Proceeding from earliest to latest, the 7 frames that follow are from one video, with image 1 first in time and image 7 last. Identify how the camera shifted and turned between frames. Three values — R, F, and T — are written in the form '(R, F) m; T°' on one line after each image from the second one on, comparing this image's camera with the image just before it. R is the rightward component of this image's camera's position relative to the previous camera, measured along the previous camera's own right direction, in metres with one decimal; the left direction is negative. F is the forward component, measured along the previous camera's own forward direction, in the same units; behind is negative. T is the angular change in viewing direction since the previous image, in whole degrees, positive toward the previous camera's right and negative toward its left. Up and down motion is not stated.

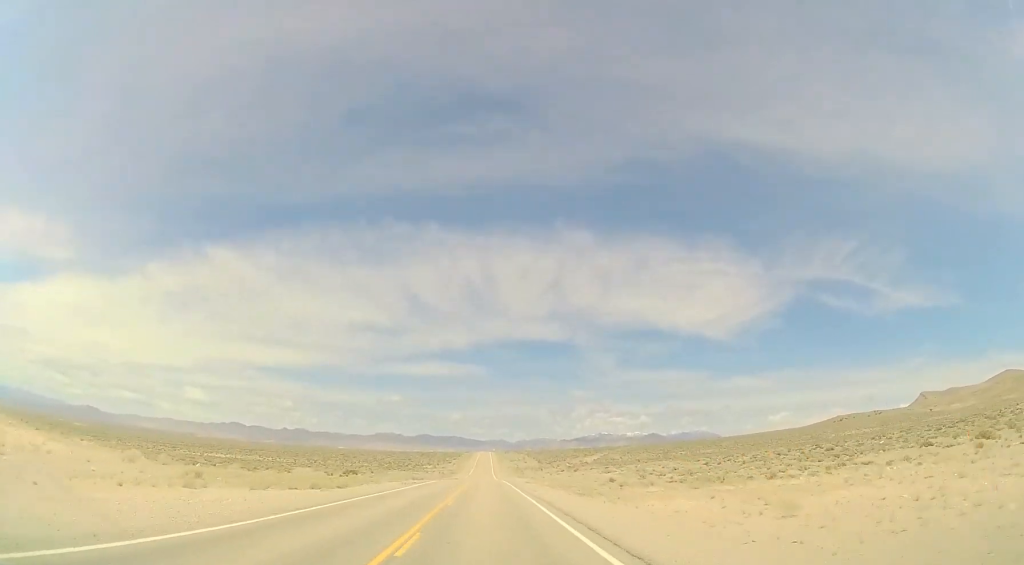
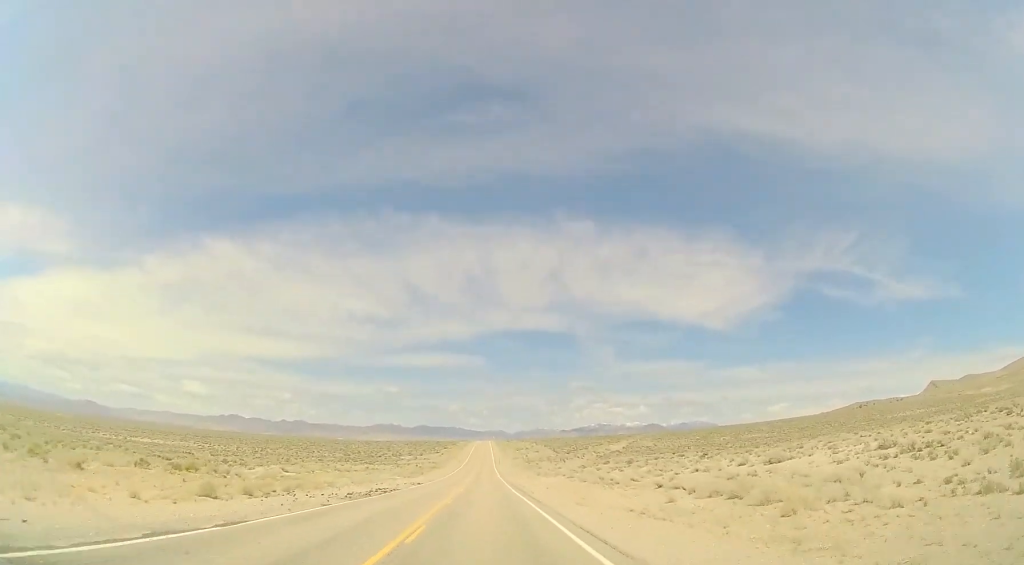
(+0.2, +59.2) m; 0°
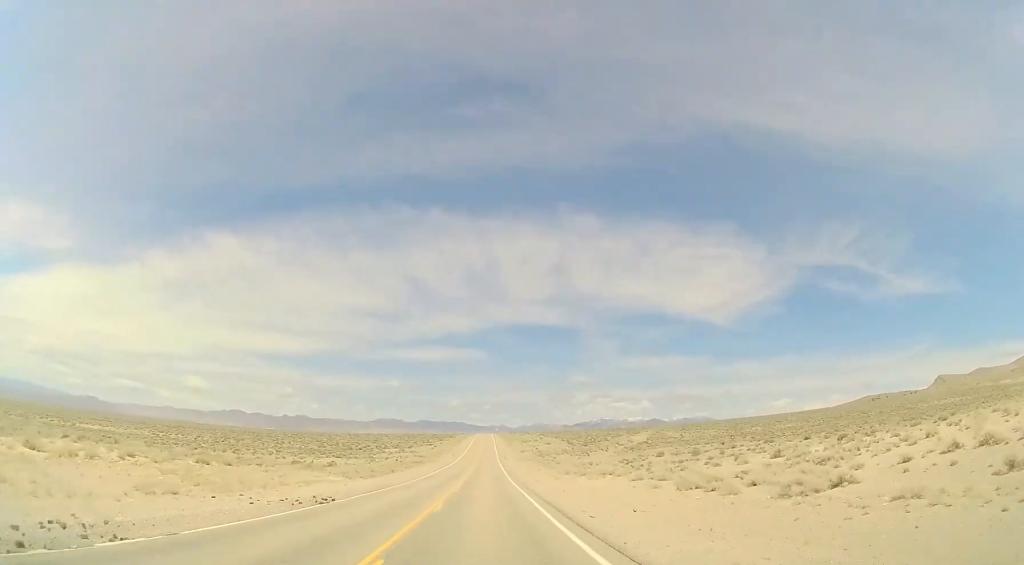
(0.0, +29.8) m; 0°
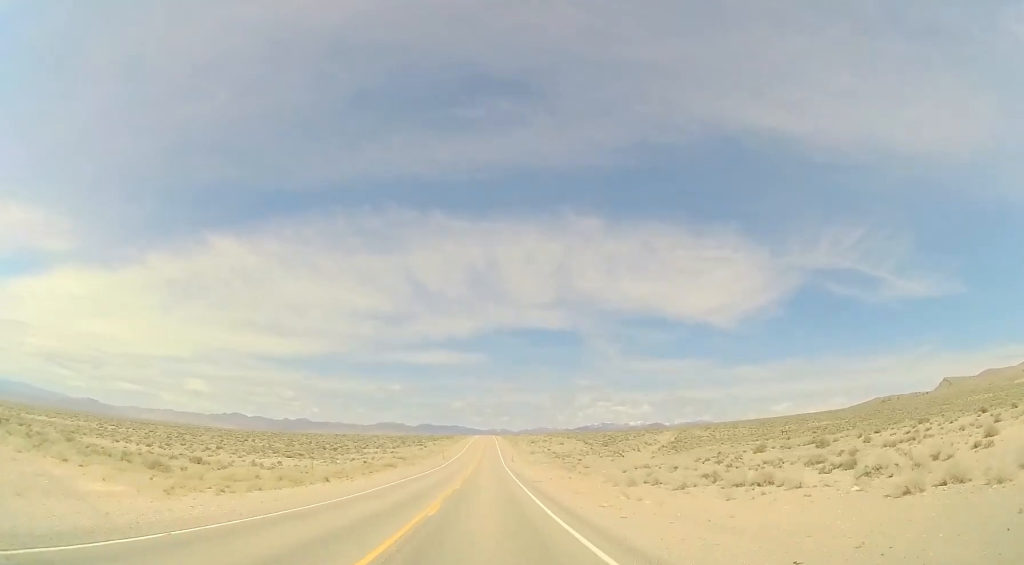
(0.0, +26.2) m; 0°
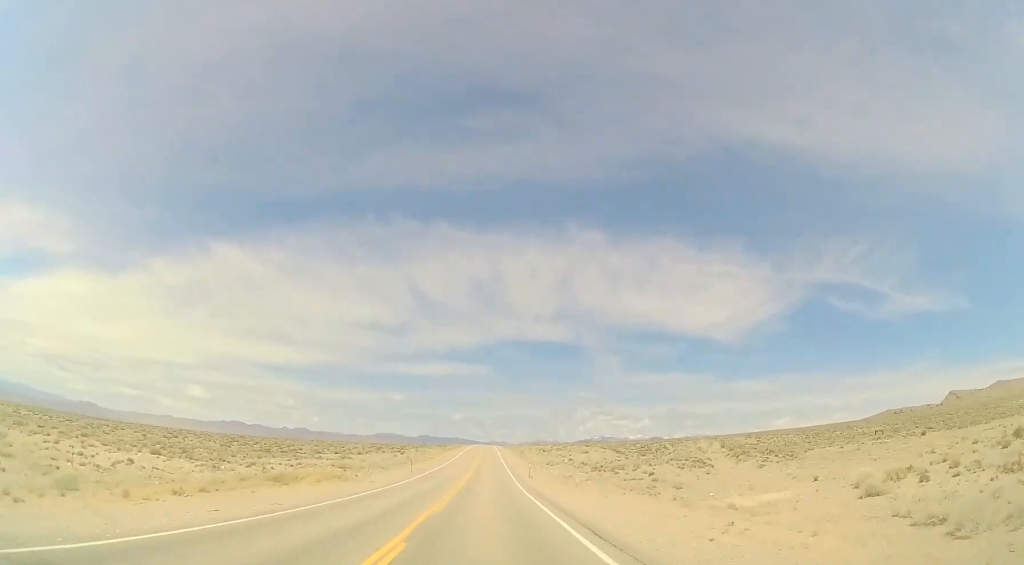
(-0.1, +32.9) m; 0°
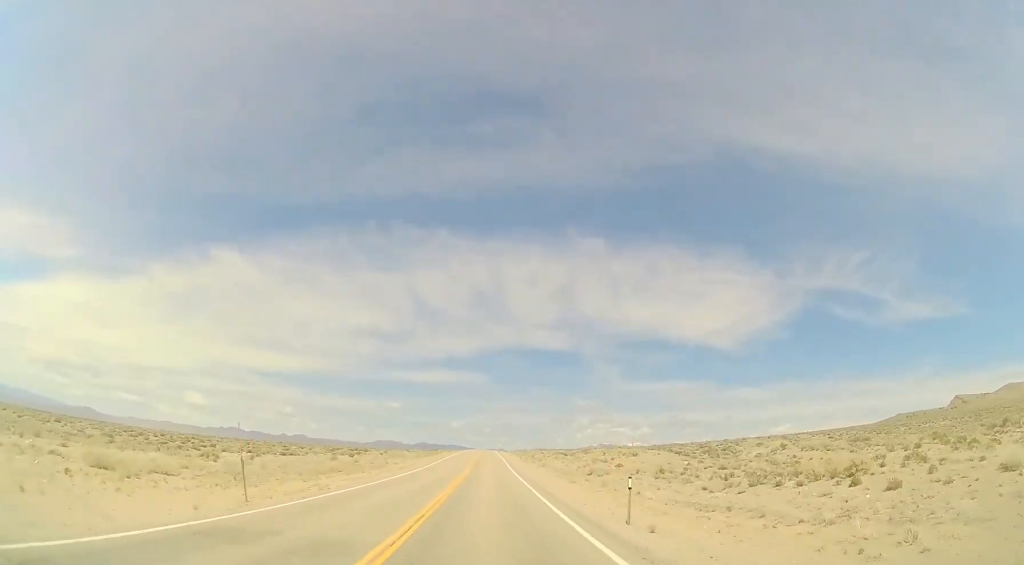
(+0.2, +34.1) m; 0°
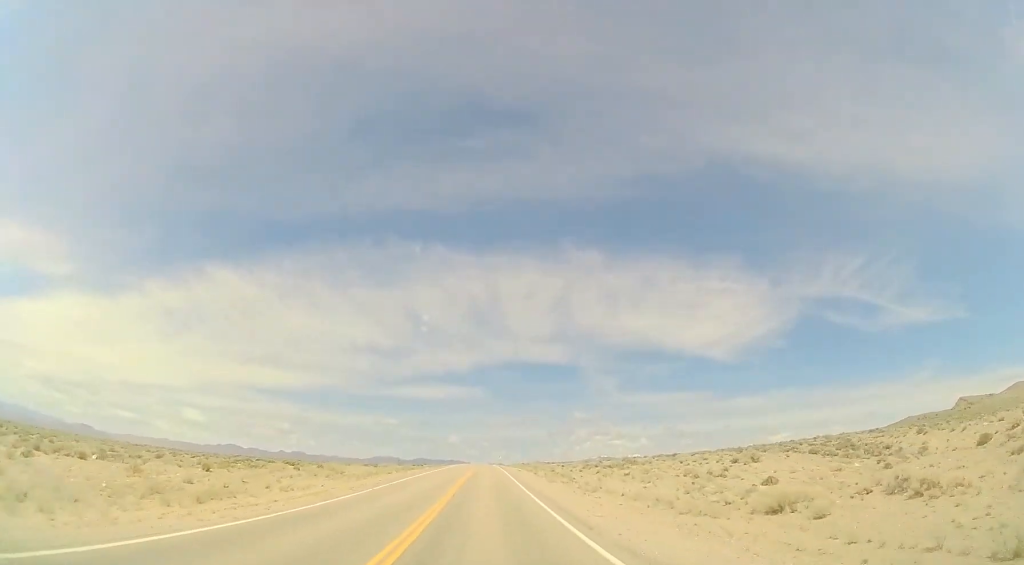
(-0.1, +31.6) m; -1°
